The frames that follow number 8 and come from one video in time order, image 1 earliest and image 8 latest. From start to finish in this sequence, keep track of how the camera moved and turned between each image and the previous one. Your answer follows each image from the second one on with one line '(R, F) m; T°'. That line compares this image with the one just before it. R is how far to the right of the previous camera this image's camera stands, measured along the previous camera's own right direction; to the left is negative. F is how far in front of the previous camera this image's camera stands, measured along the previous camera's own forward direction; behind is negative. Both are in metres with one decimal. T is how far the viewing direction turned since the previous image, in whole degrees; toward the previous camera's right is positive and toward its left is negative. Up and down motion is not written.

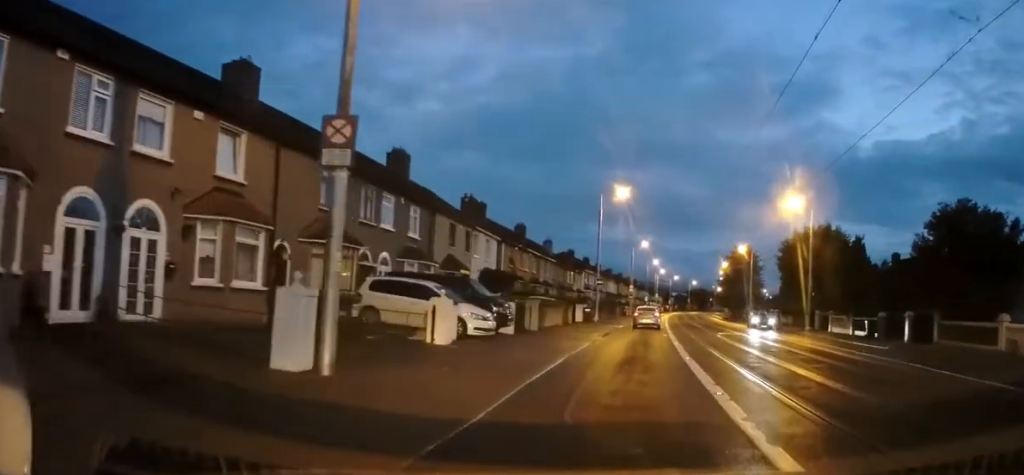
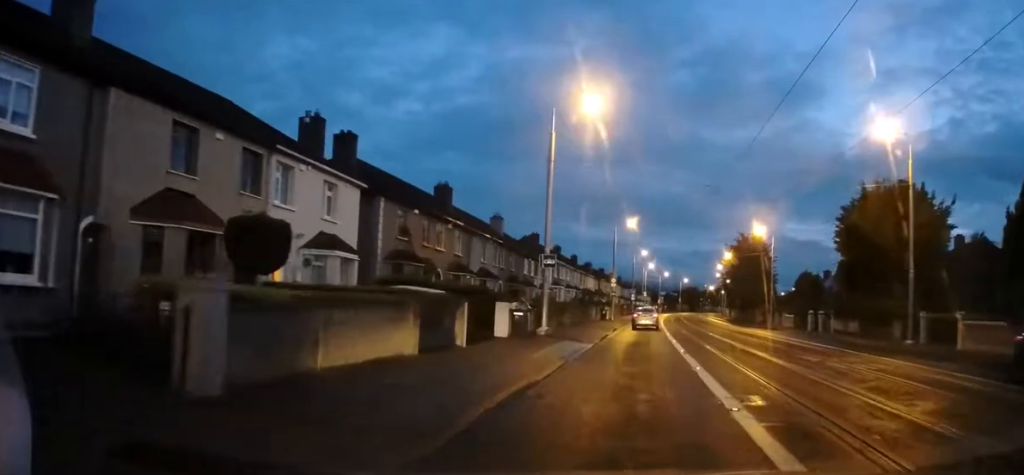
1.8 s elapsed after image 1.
(+0.4, +21.3) m; +3°
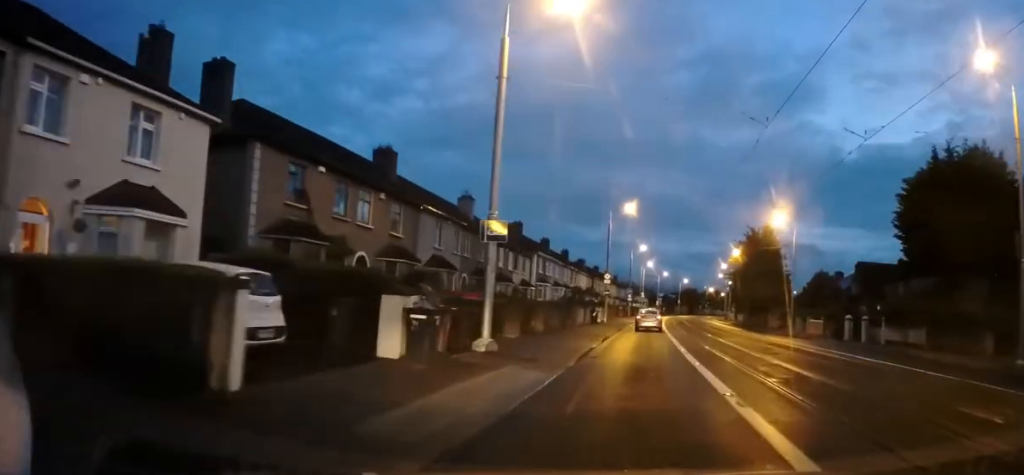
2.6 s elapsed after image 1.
(+0.2, +9.8) m; +2°
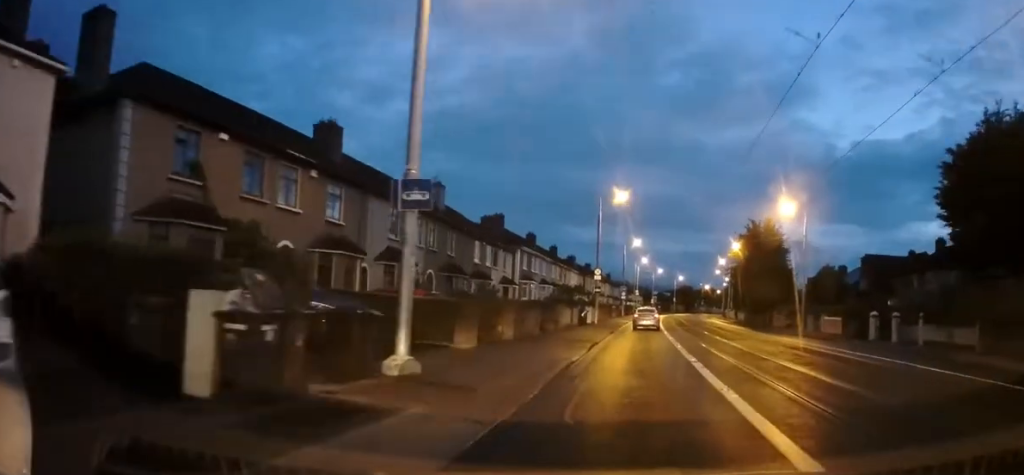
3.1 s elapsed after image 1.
(+0.1, +5.4) m; 0°
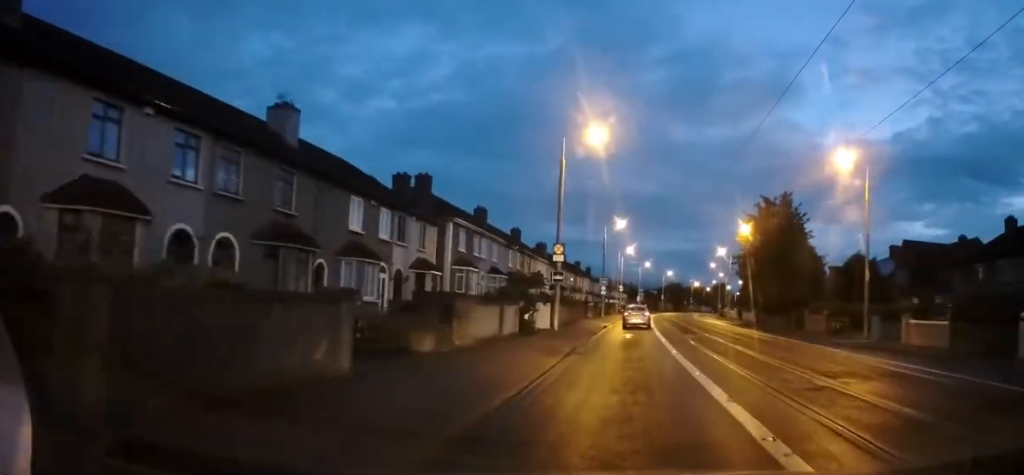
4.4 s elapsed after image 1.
(0.0, +16.7) m; -1°
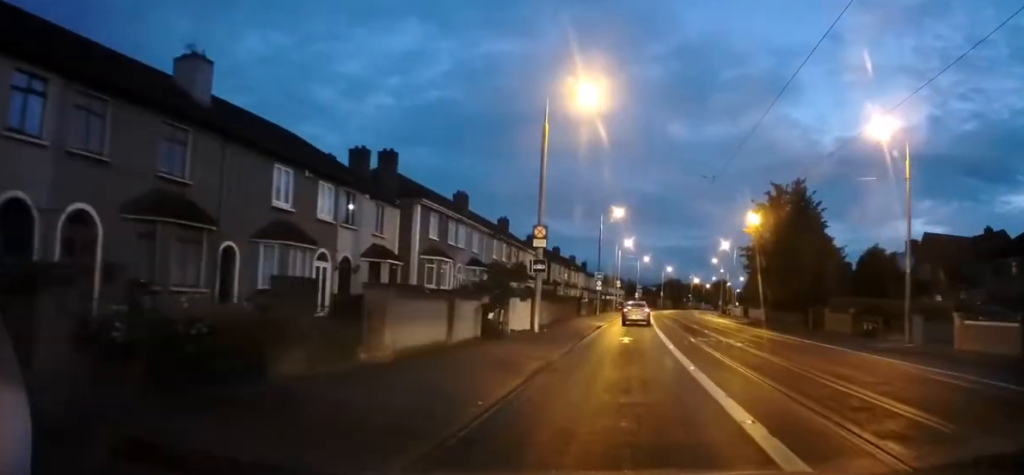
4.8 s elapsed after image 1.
(-0.1, +5.7) m; -1°
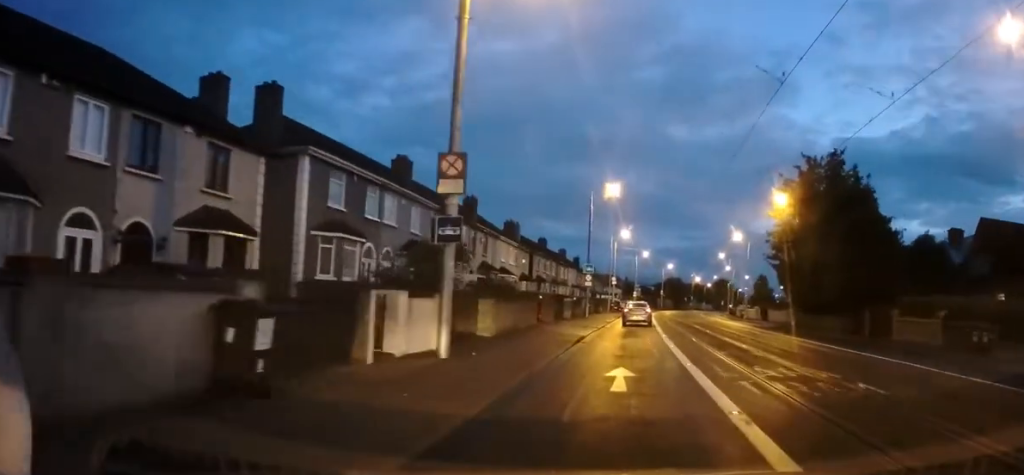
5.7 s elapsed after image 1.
(0.0, +12.1) m; +1°
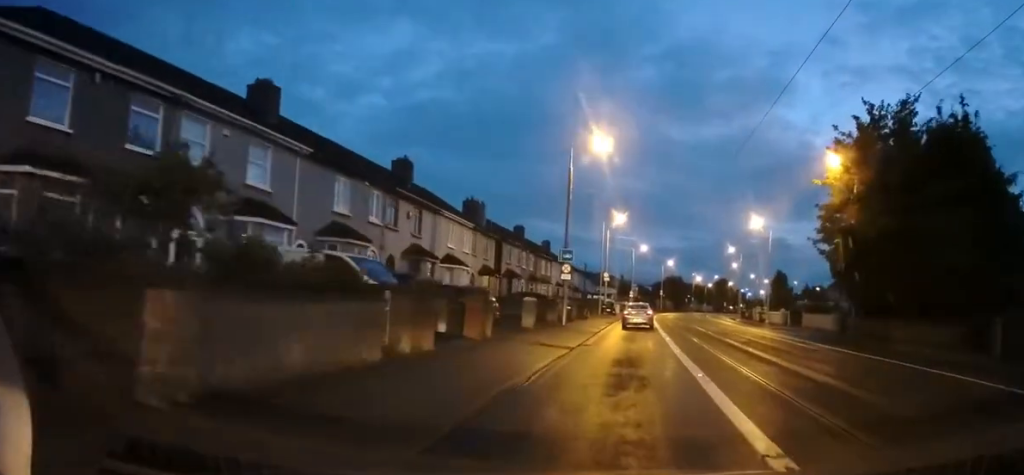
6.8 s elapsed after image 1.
(+0.3, +13.8) m; 0°
